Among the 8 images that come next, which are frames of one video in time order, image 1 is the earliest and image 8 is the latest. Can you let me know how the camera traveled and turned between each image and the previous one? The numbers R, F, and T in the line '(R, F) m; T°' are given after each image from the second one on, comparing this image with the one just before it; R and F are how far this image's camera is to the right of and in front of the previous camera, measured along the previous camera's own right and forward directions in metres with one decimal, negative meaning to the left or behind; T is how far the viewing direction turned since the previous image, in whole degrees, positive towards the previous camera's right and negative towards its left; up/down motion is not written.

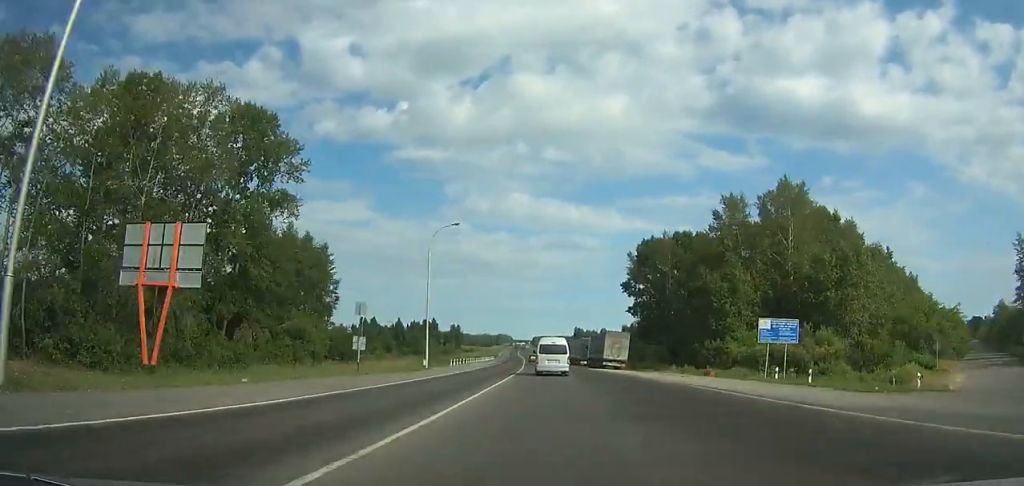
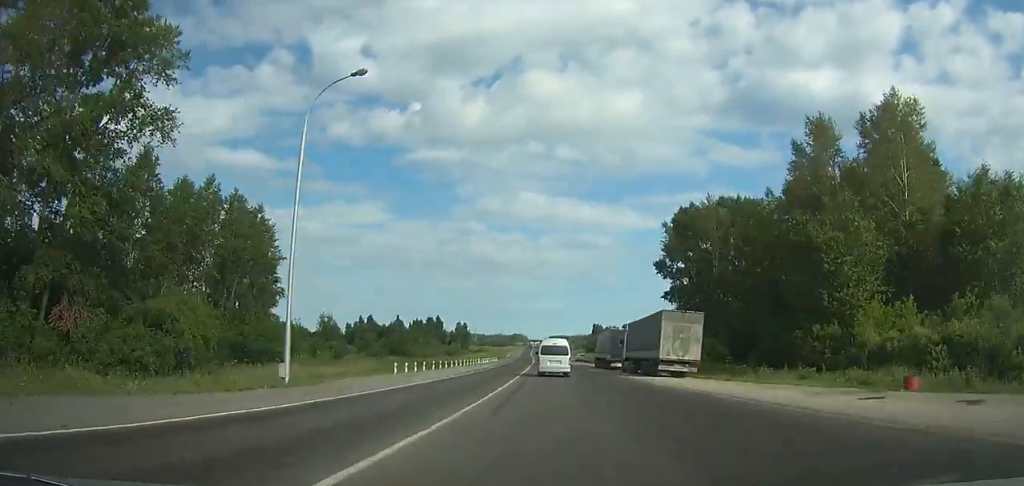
(-0.8, +26.1) m; -1°
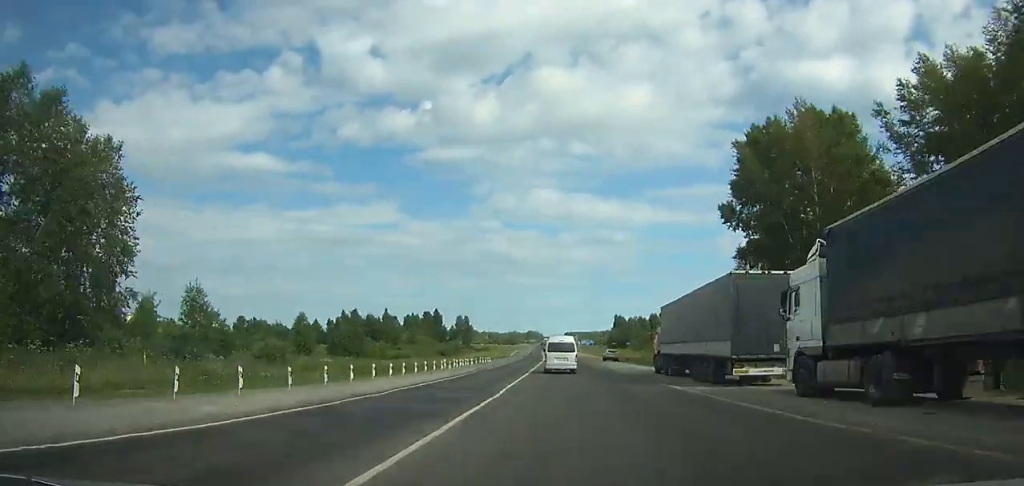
(-0.5, +34.0) m; -1°
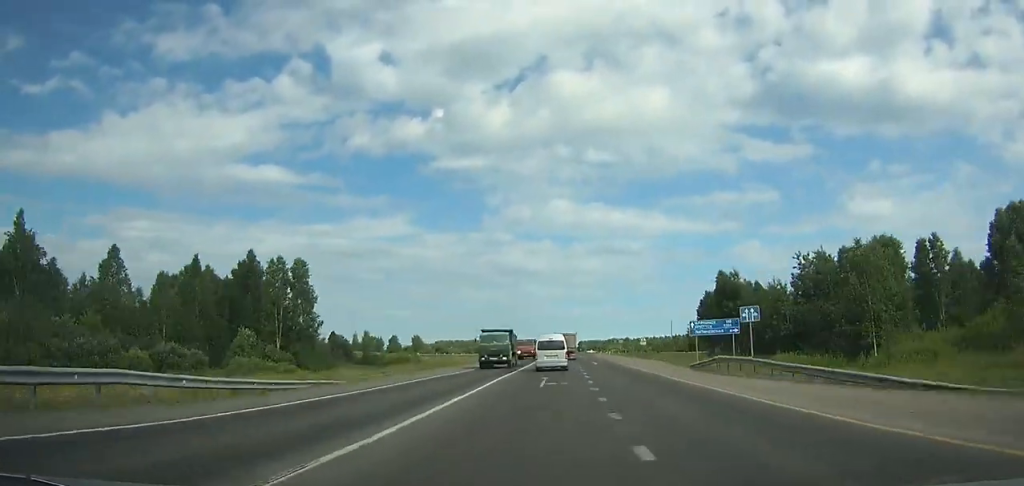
(-1.8, +145.1) m; -1°
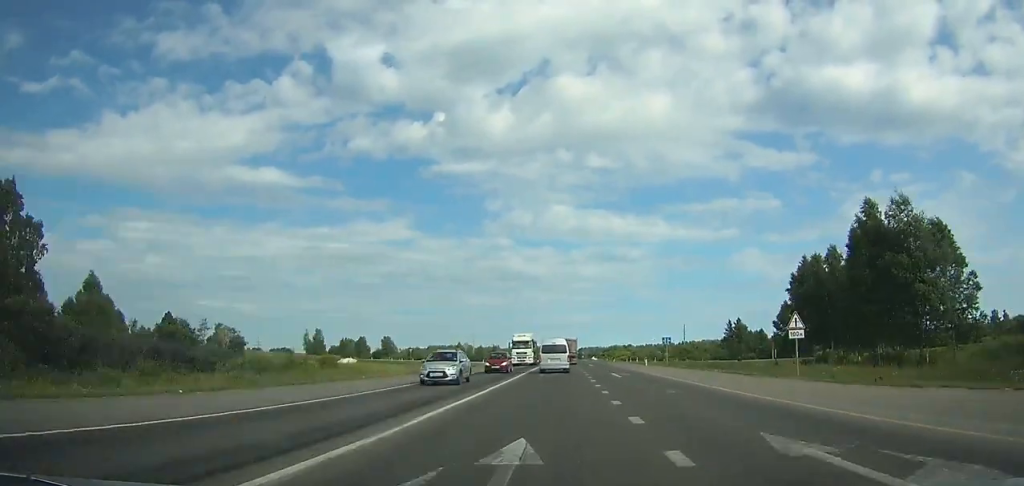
(-0.1, +50.2) m; 0°
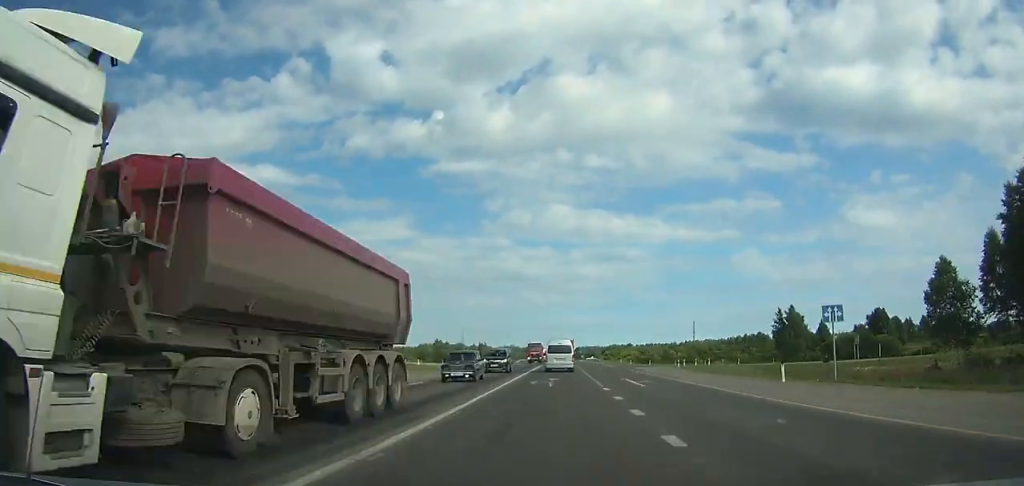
(+0.1, +40.1) m; 0°
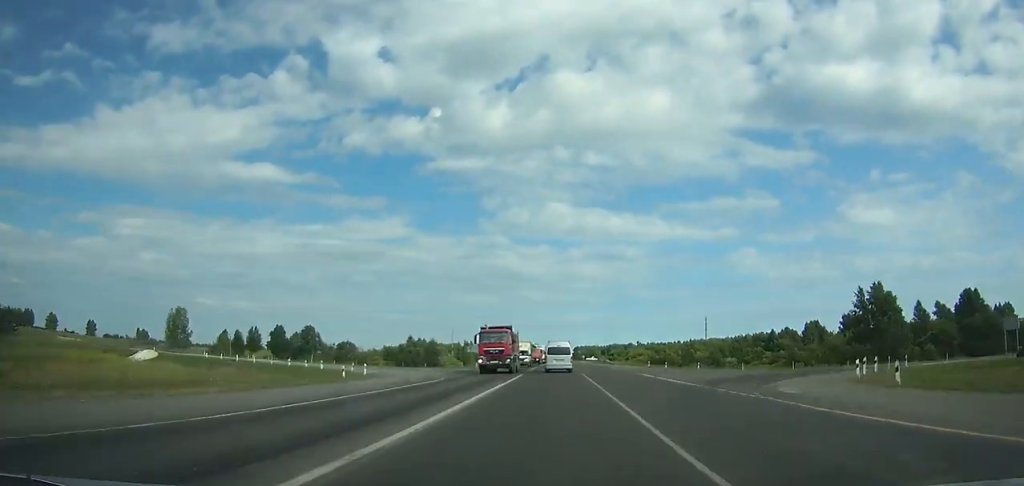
(+0.3, +35.8) m; 0°
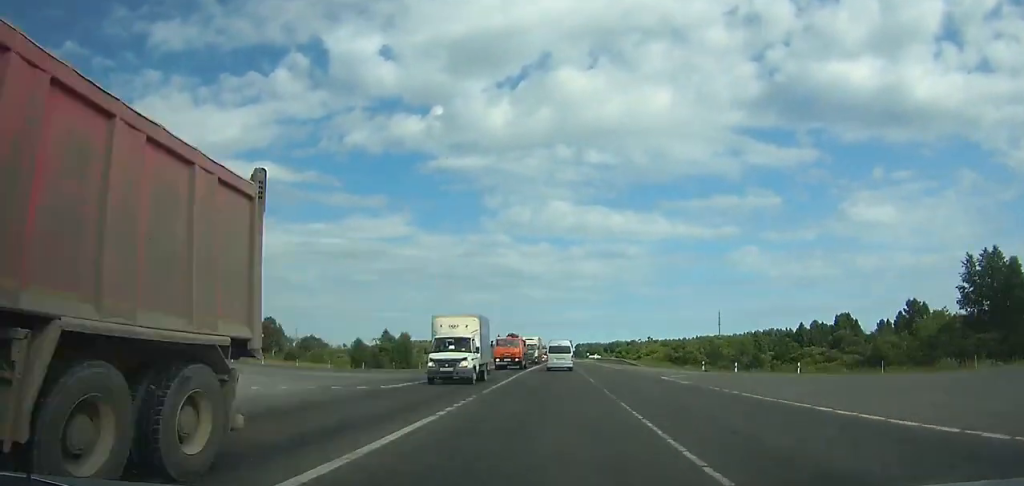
(0.0, +26.3) m; 0°
